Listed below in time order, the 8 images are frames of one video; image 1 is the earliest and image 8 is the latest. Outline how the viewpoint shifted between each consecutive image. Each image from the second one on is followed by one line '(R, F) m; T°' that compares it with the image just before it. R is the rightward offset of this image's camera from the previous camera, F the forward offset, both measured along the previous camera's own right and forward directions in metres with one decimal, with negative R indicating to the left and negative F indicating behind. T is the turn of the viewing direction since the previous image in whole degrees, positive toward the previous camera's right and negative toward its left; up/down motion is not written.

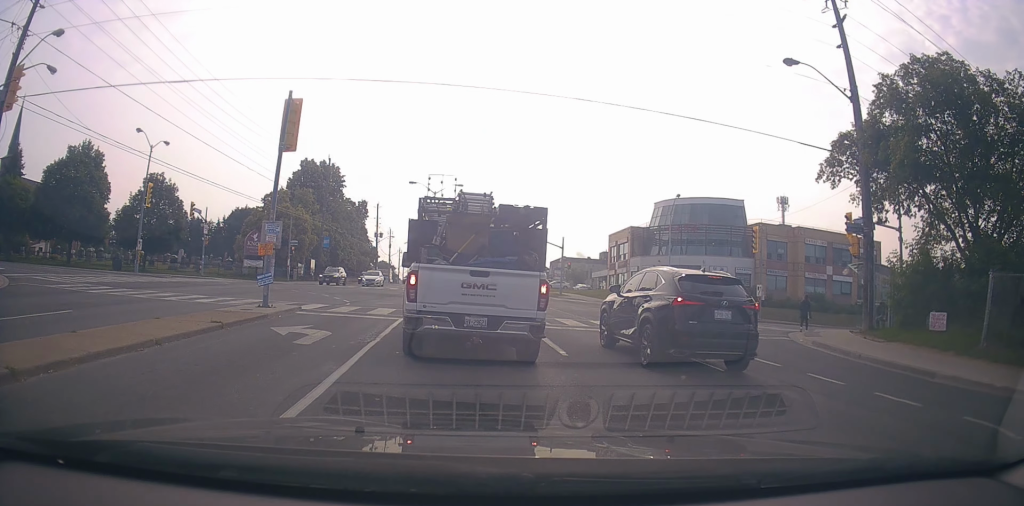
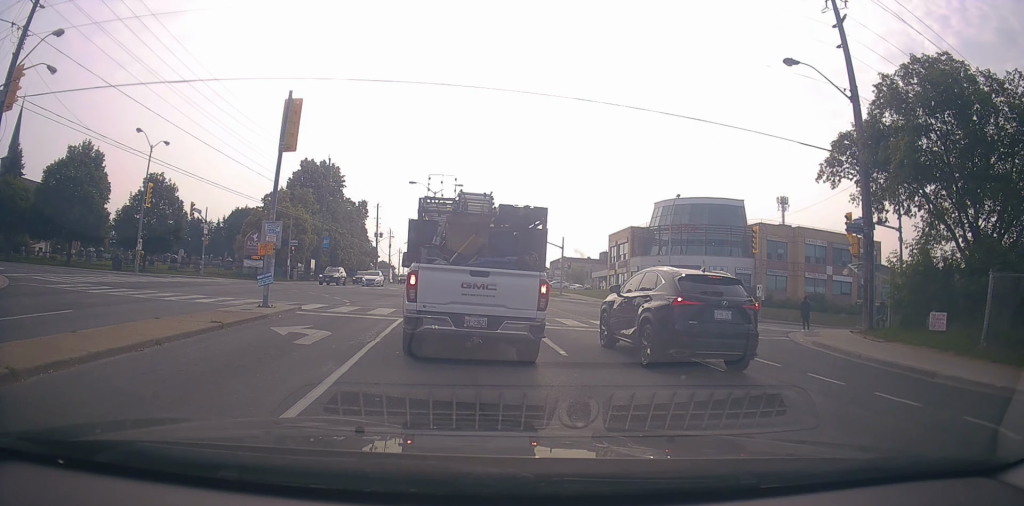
(0.0, 0.0) m; 0°
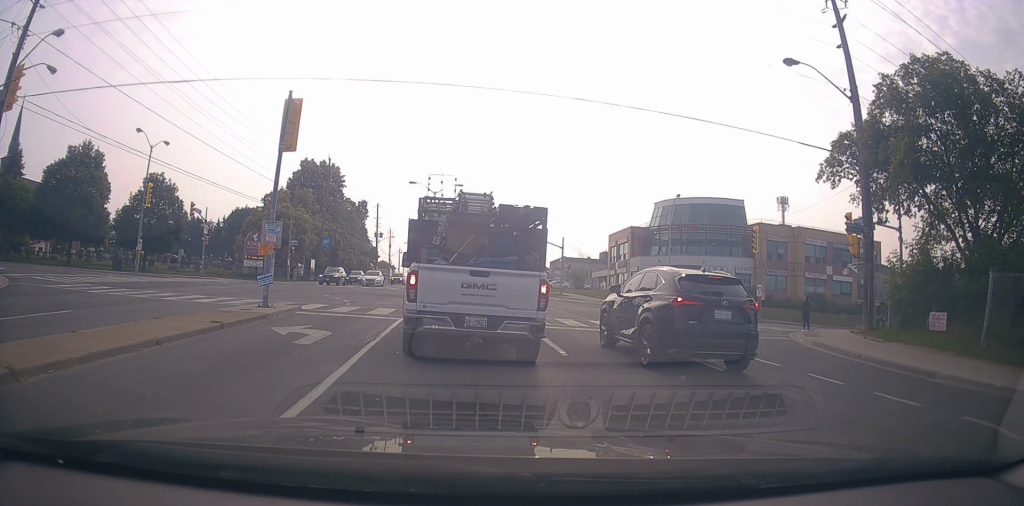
(0.0, 0.0) m; 0°
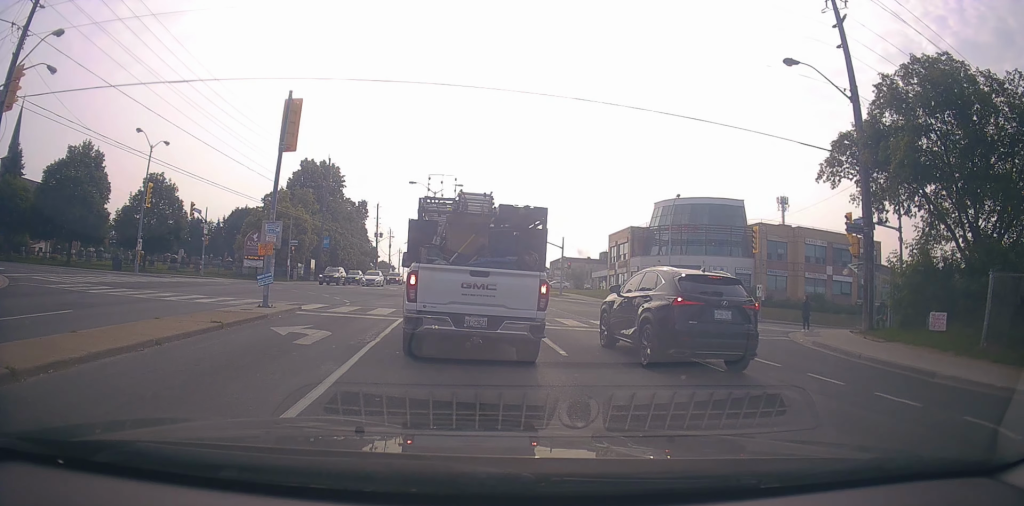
(0.0, 0.0) m; 0°
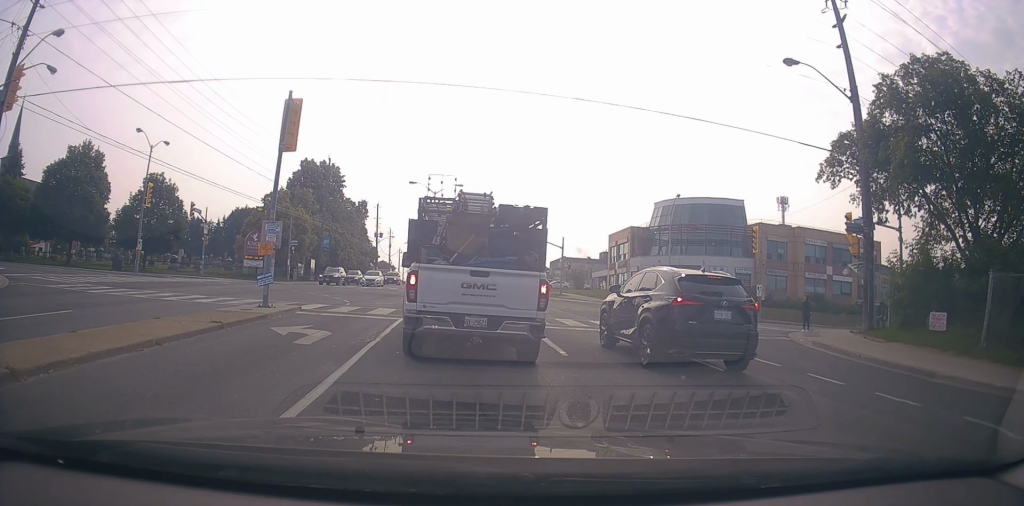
(0.0, 0.0) m; 0°
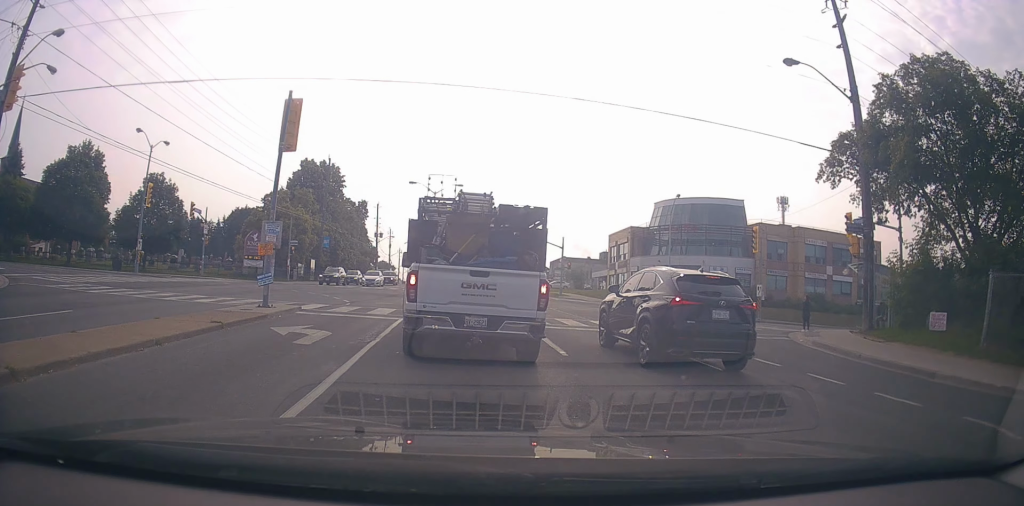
(0.0, 0.0) m; 0°
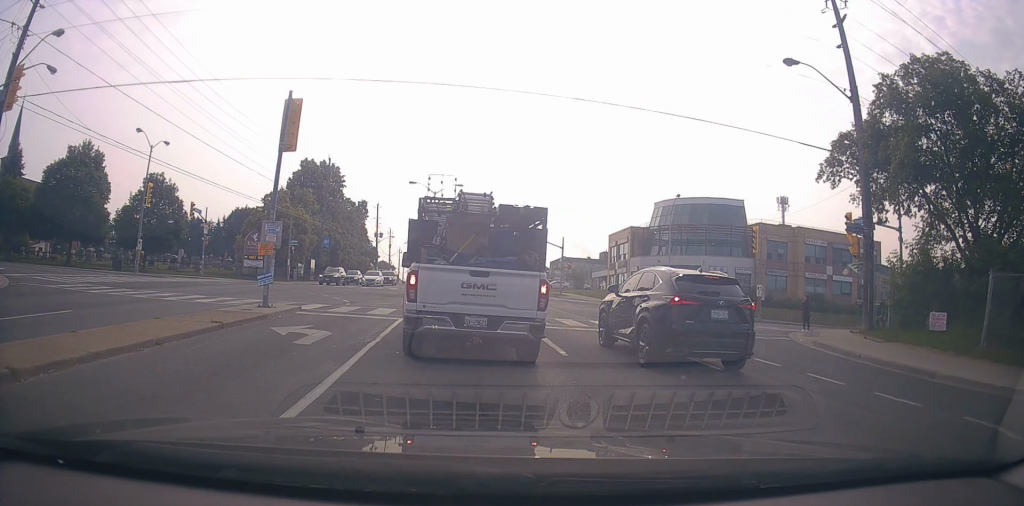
(0.0, 0.0) m; 0°
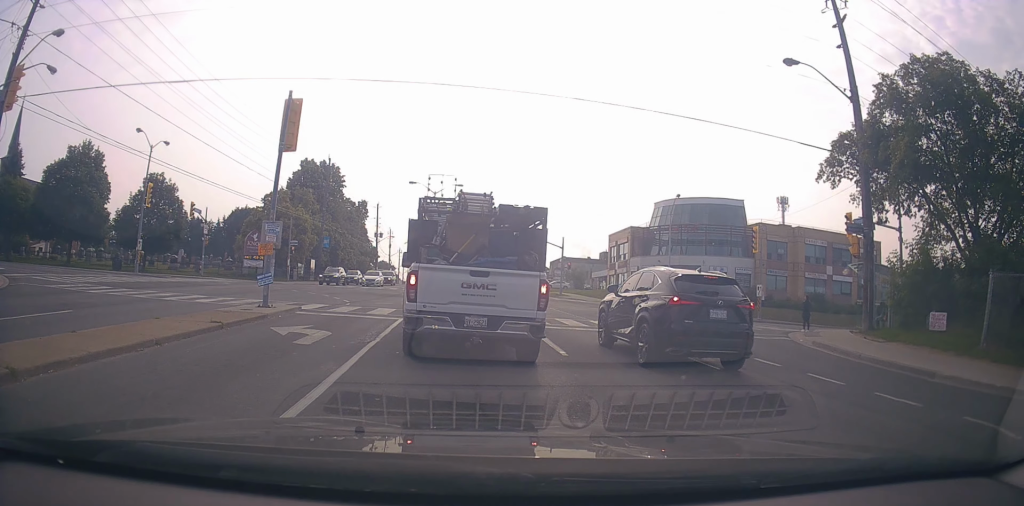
(0.0, 0.0) m; 0°
